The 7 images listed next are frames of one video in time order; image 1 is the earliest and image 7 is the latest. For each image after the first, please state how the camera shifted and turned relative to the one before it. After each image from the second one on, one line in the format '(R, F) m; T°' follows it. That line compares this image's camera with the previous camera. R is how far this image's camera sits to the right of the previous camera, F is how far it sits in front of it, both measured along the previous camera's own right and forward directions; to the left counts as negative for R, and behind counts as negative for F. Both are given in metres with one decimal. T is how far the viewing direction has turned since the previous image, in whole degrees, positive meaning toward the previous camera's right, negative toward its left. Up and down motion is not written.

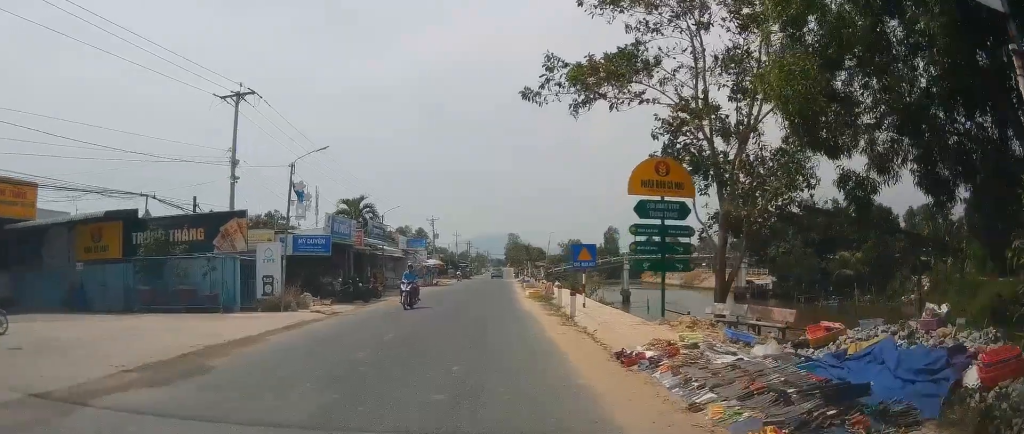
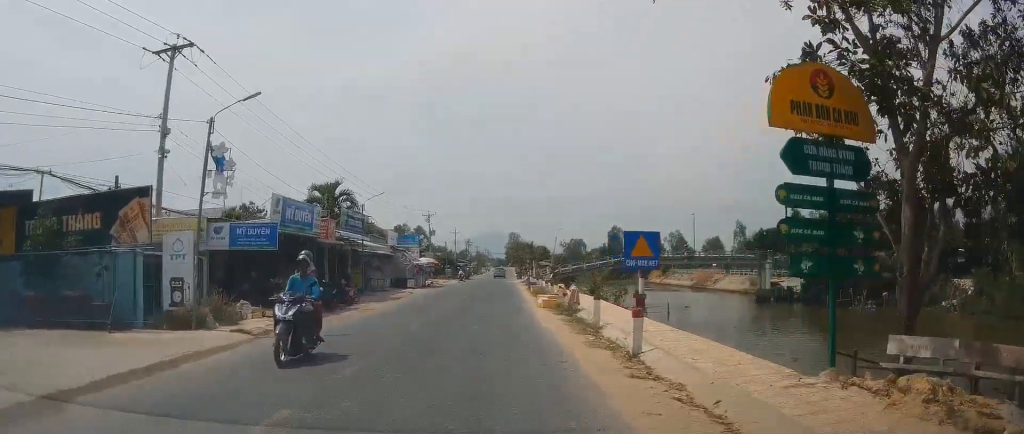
(-0.7, +7.7) m; 0°
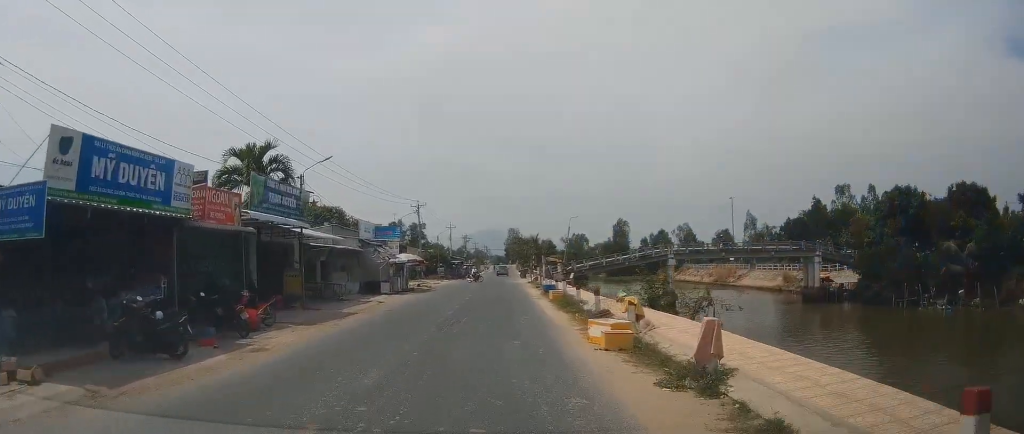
(0.0, +12.8) m; +1°
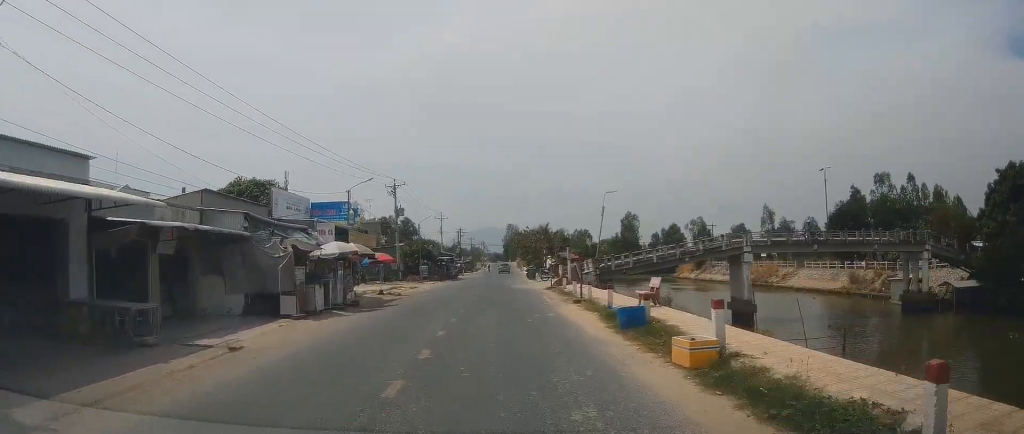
(+0.1, +18.8) m; -4°
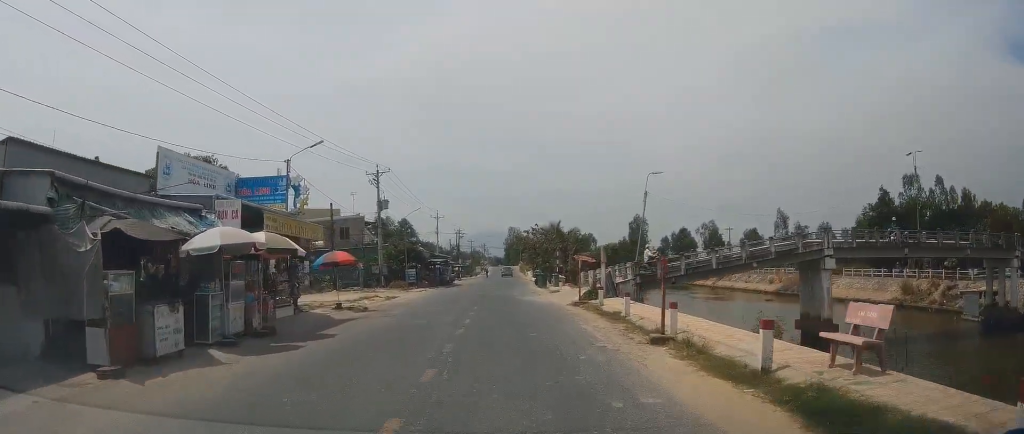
(-0.4, +11.0) m; 0°
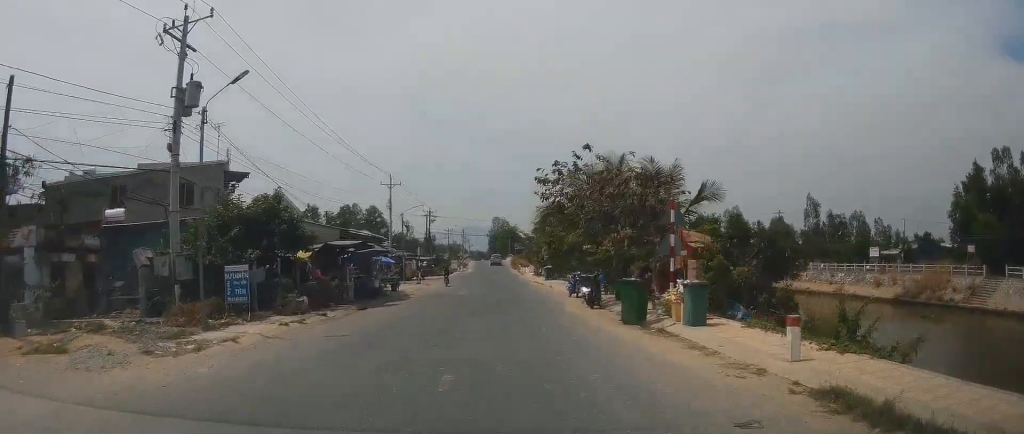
(+2.0, +34.1) m; +3°
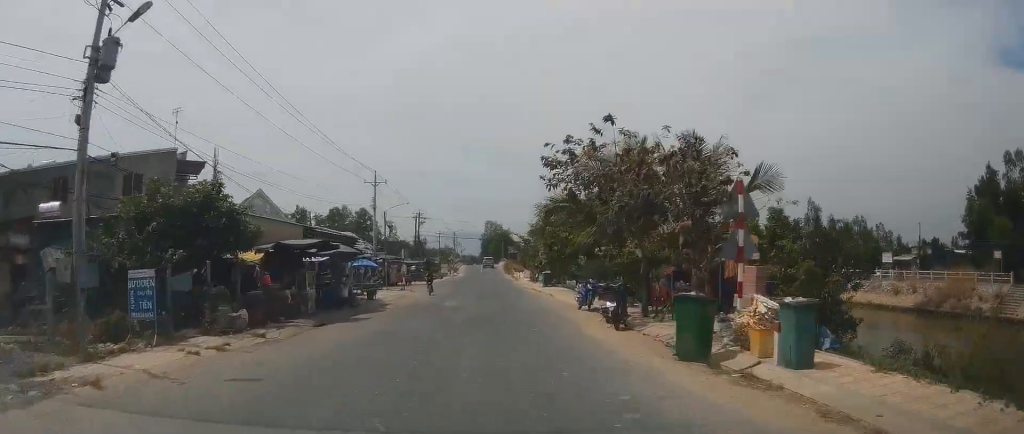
(-0.1, +5.1) m; -1°
